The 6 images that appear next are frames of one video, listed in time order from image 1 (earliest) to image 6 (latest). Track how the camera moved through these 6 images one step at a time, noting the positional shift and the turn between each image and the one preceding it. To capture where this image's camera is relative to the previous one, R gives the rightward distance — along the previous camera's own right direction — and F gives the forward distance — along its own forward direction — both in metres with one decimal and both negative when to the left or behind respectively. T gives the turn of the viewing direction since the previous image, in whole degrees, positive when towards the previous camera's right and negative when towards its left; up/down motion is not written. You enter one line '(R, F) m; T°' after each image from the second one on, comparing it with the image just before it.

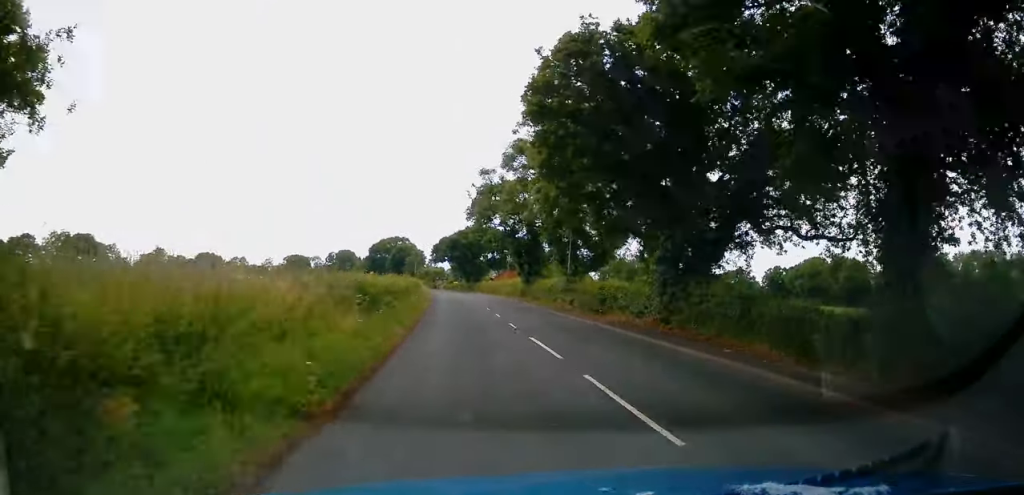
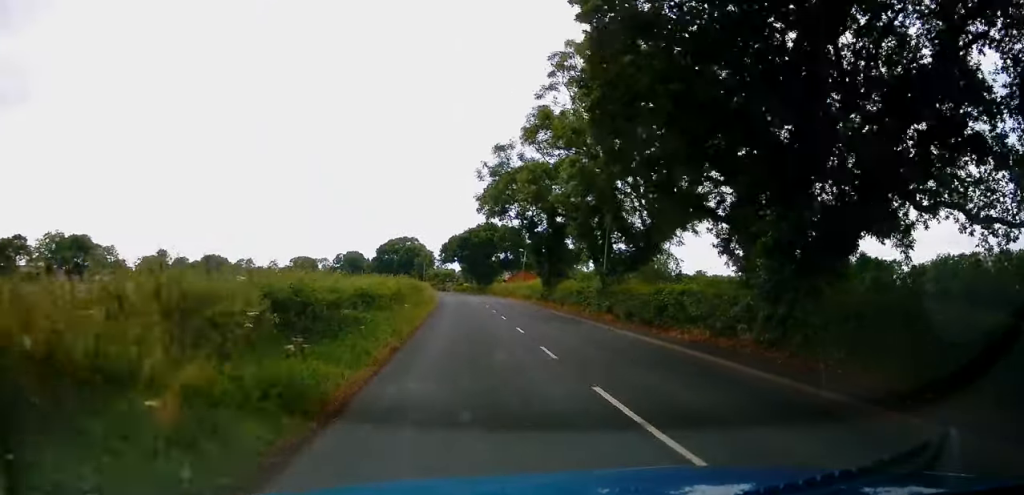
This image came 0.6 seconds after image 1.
(0.0, +7.2) m; -1°
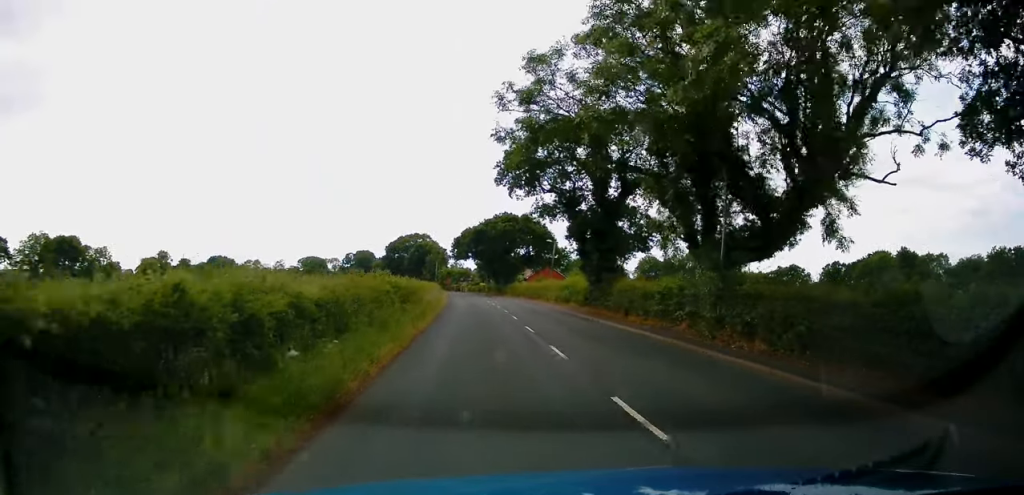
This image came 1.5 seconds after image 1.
(+0.2, +12.2) m; -2°
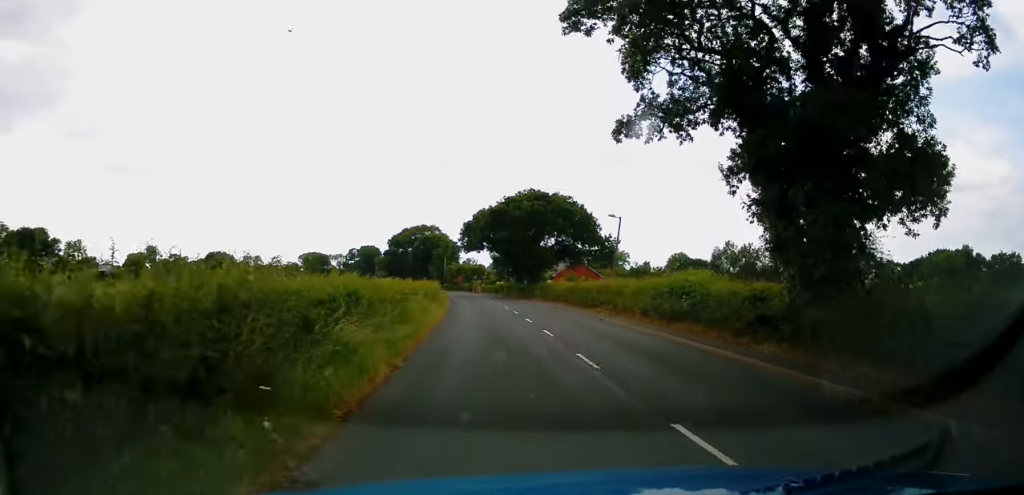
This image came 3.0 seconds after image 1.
(-0.7, +19.8) m; 0°
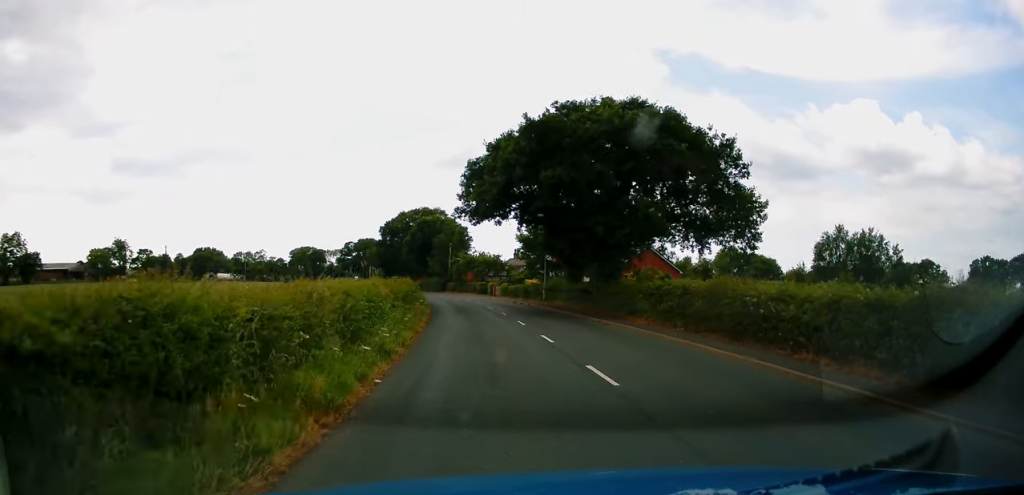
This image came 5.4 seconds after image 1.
(-0.9, +31.2) m; -4°
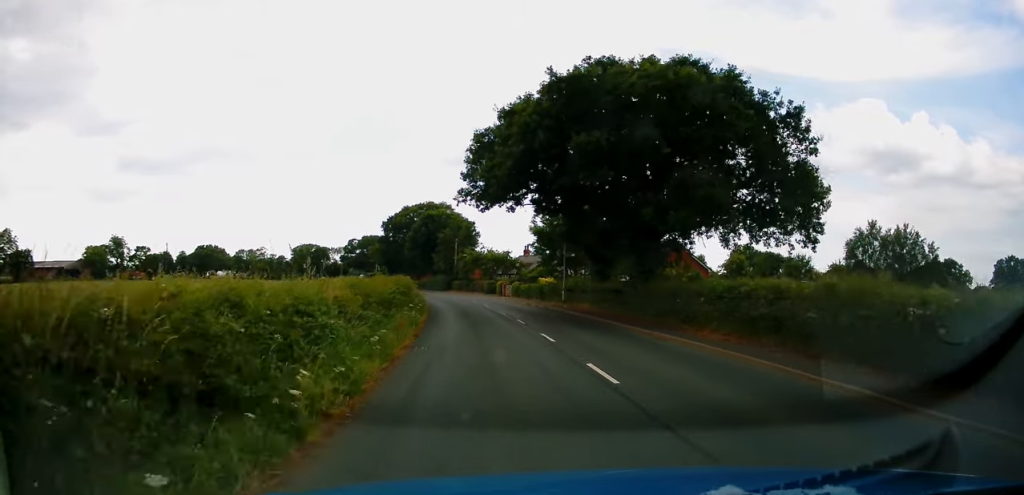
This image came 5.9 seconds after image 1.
(0.0, +6.1) m; 0°
